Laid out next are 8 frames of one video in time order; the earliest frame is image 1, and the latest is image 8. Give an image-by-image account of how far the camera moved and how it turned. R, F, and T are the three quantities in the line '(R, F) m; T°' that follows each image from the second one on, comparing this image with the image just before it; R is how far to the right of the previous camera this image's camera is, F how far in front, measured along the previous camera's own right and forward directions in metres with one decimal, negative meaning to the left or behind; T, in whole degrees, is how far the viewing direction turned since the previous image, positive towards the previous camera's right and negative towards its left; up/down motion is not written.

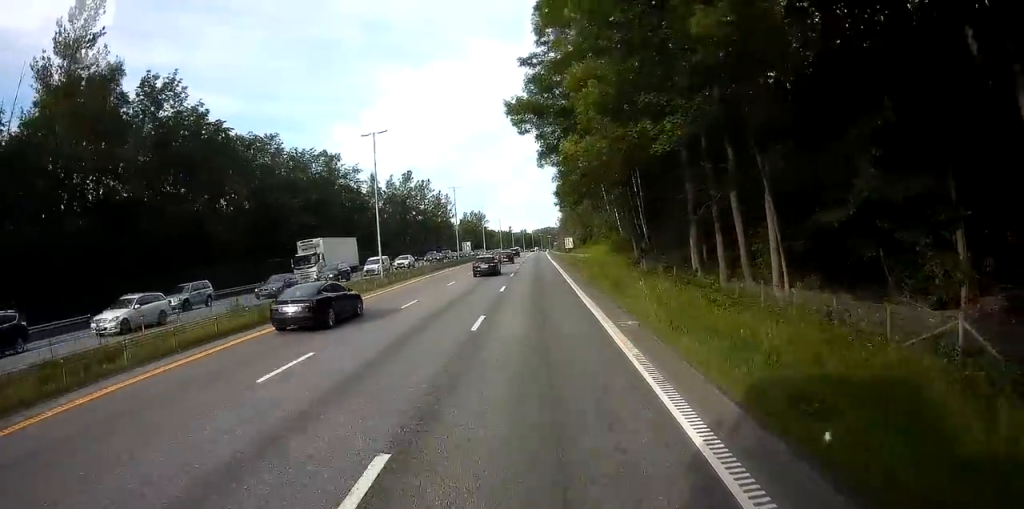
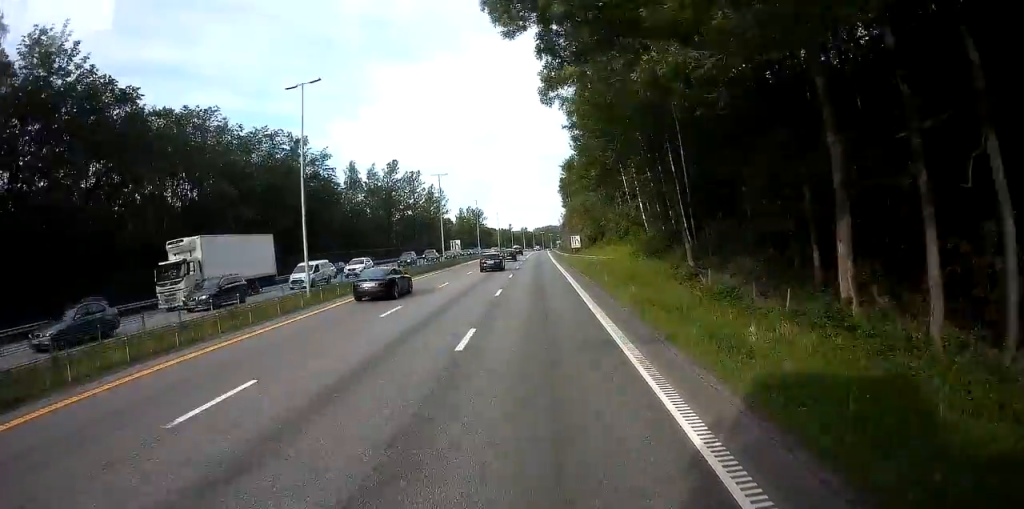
(0.0, +14.9) m; 0°
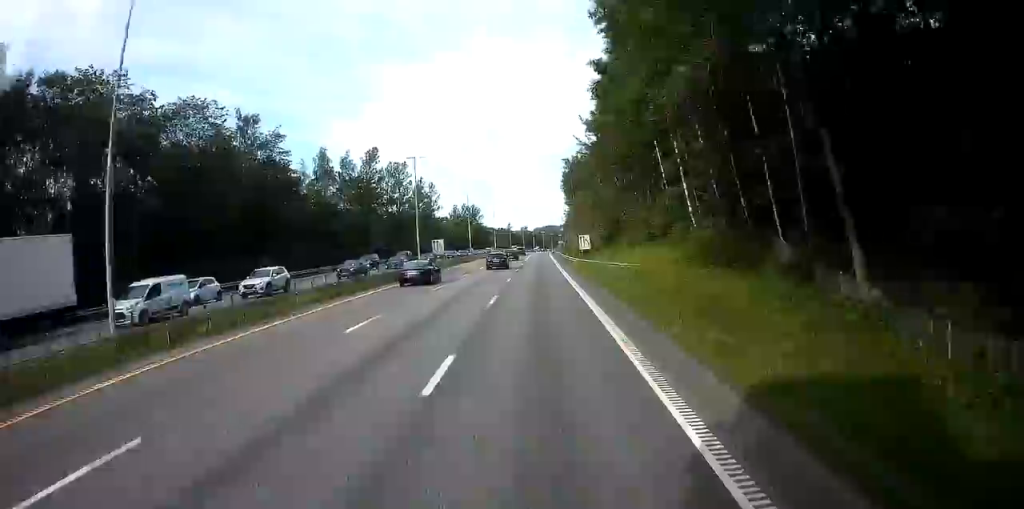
(+0.1, +15.7) m; 0°
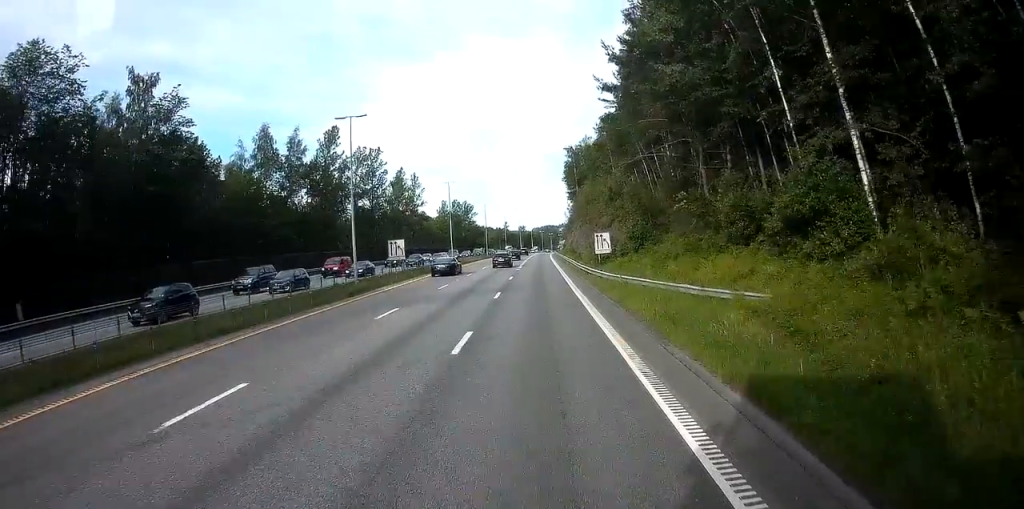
(-0.2, +20.7) m; 0°
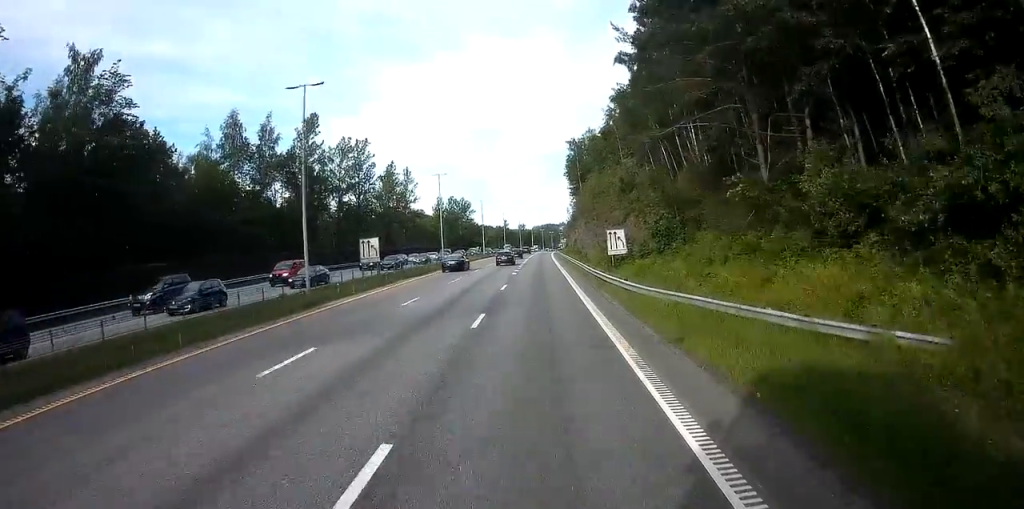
(-0.1, +8.5) m; 0°
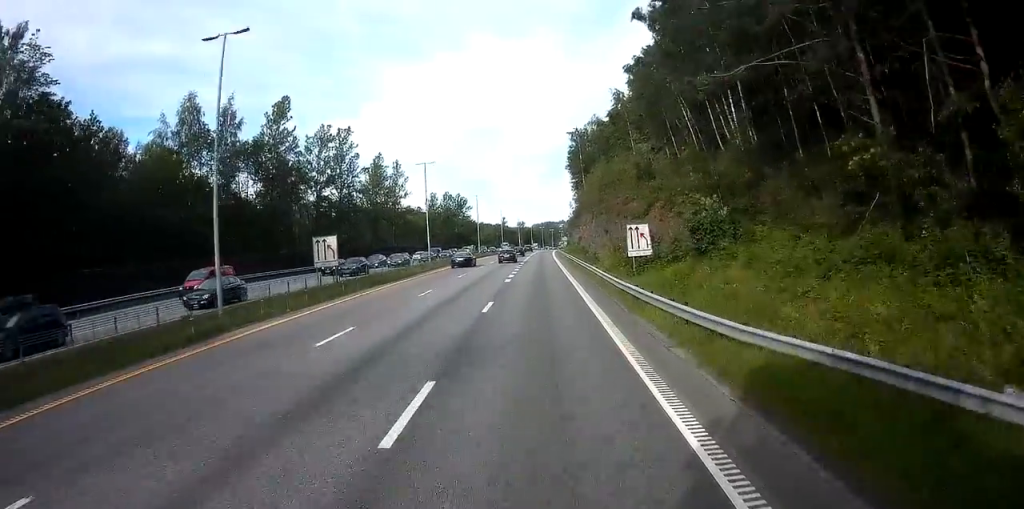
(+0.2, +9.1) m; 0°
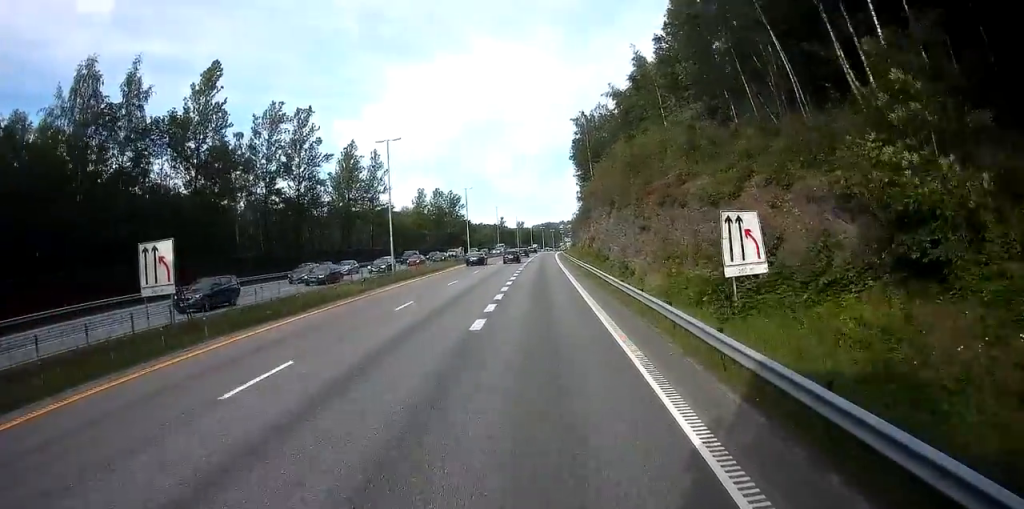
(0.0, +16.4) m; 0°
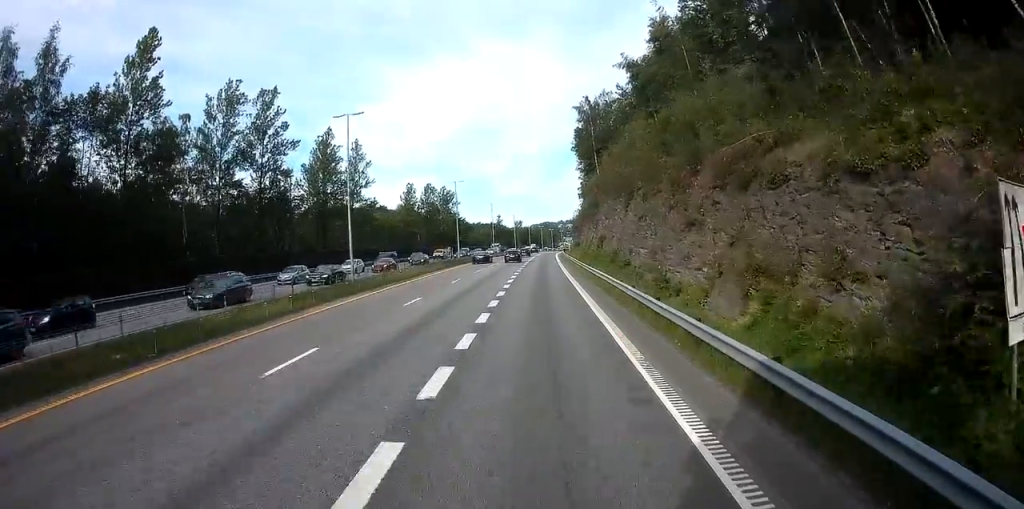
(-0.2, +10.4) m; 0°
